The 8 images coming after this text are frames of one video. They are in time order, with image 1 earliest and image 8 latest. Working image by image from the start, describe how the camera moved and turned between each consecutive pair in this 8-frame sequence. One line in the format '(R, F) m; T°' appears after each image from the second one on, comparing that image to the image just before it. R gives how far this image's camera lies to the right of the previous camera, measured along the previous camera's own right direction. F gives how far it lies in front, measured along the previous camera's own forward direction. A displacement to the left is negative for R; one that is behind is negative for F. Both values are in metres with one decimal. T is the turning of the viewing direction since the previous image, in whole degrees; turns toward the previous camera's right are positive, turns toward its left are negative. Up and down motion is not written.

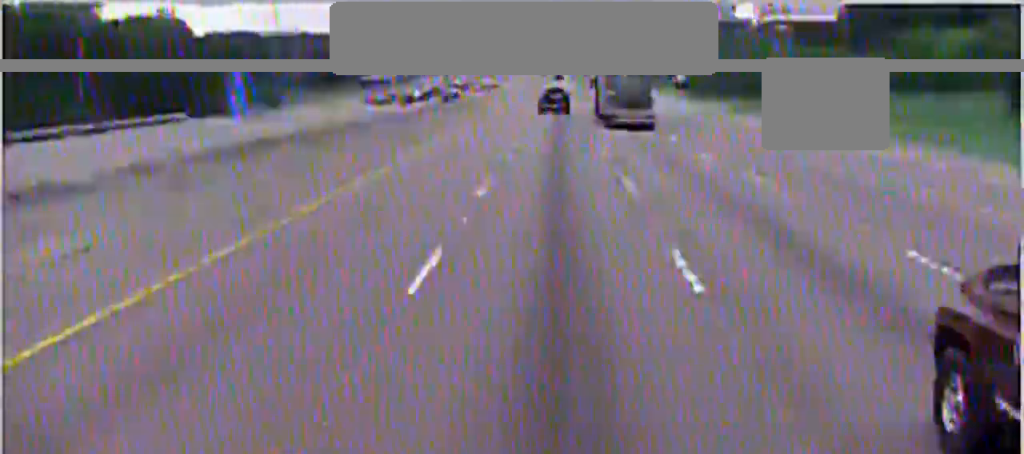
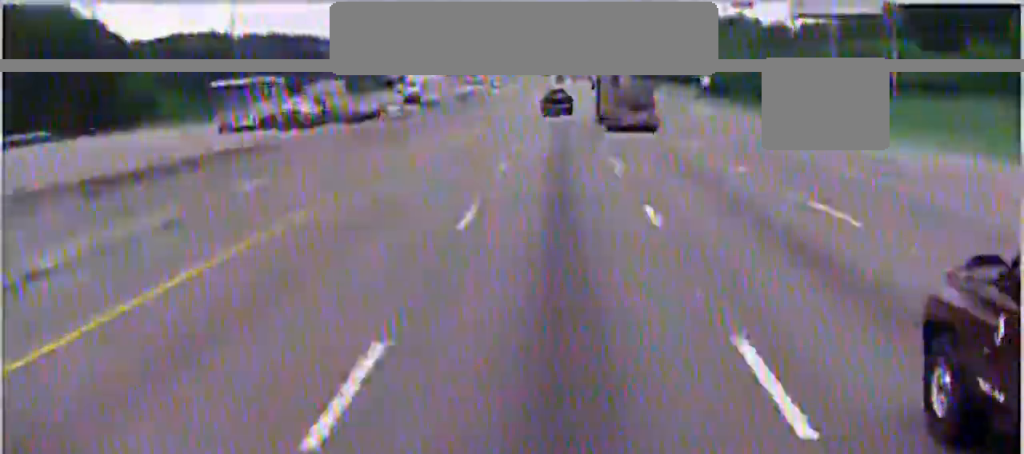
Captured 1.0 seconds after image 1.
(-0.5, +31.2) m; 0°
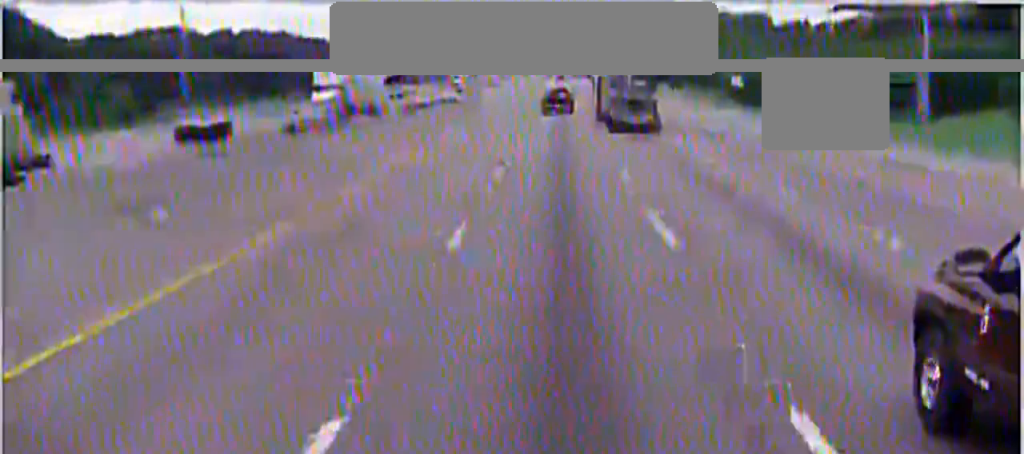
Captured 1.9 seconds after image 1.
(+0.1, +27.5) m; 0°
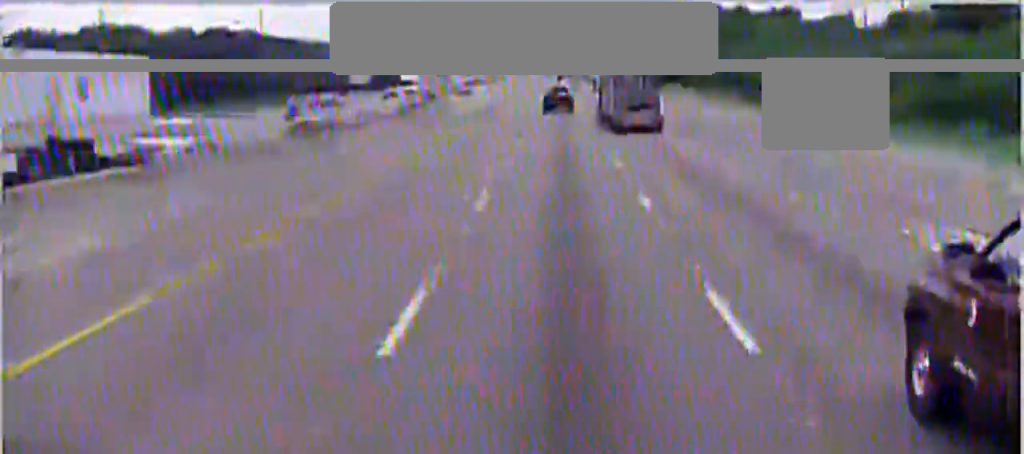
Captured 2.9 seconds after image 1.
(-0.3, +31.2) m; -1°
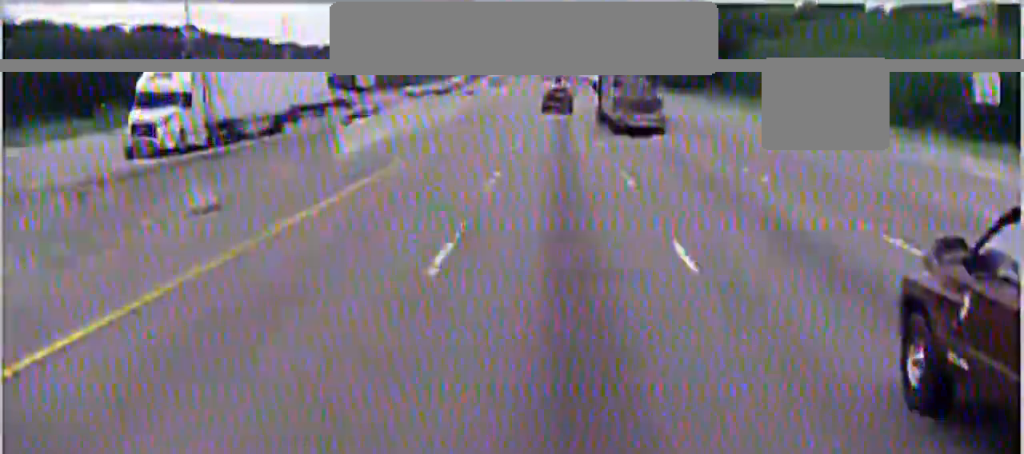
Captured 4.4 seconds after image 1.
(+0.4, +44.1) m; +2°
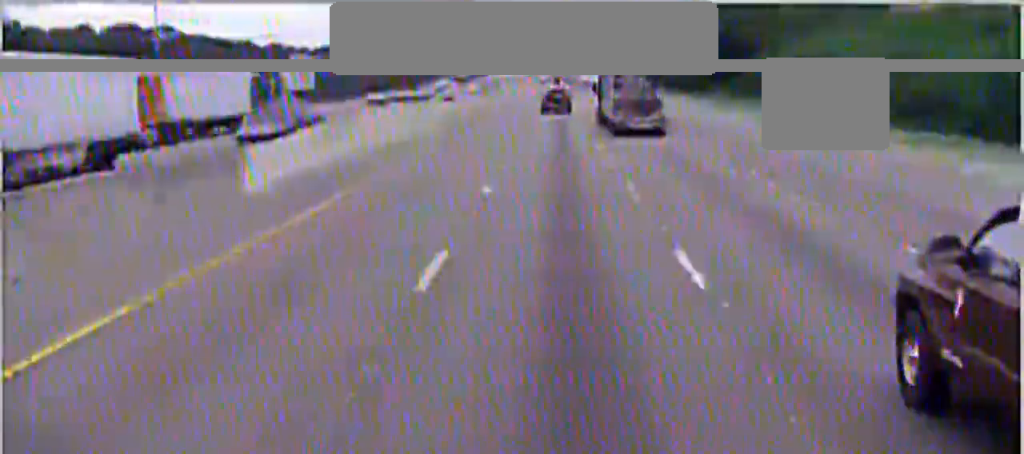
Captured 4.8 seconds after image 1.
(+0.4, +13.2) m; 0°
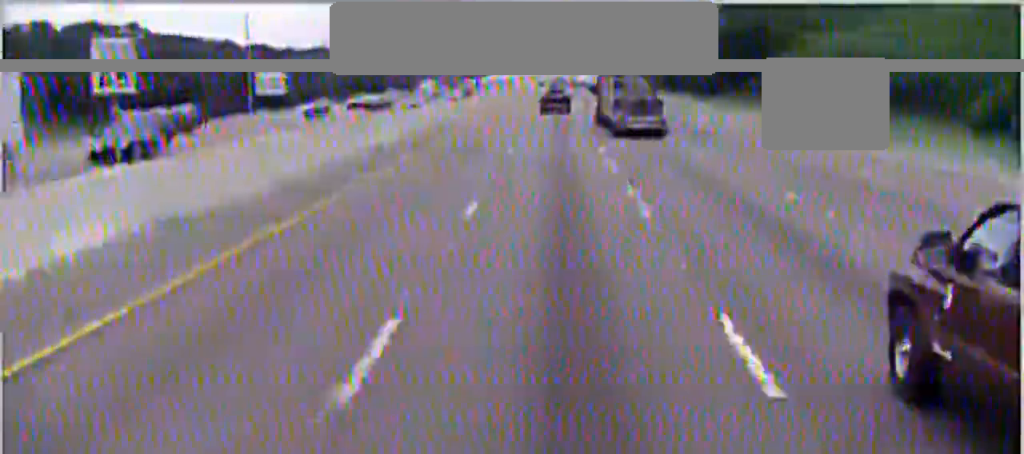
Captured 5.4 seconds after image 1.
(-0.1, +17.2) m; 0°
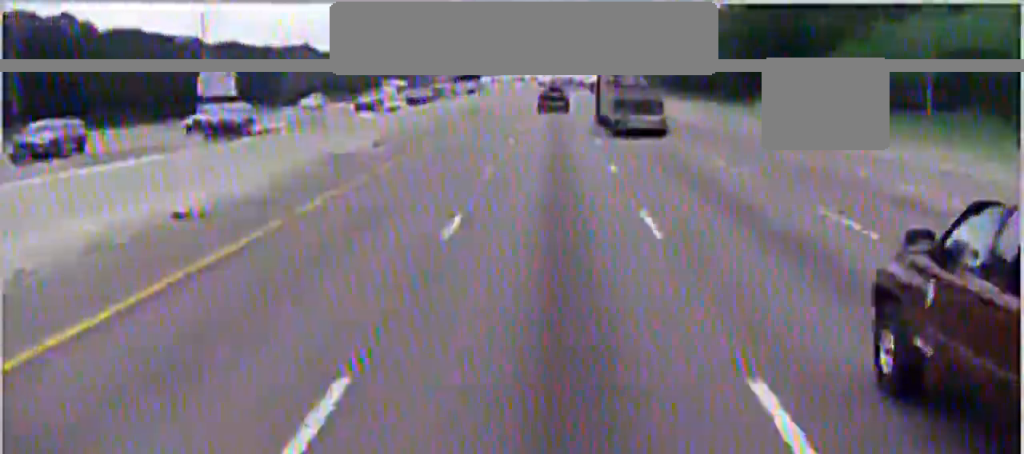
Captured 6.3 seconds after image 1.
(-0.3, +27.2) m; 0°
